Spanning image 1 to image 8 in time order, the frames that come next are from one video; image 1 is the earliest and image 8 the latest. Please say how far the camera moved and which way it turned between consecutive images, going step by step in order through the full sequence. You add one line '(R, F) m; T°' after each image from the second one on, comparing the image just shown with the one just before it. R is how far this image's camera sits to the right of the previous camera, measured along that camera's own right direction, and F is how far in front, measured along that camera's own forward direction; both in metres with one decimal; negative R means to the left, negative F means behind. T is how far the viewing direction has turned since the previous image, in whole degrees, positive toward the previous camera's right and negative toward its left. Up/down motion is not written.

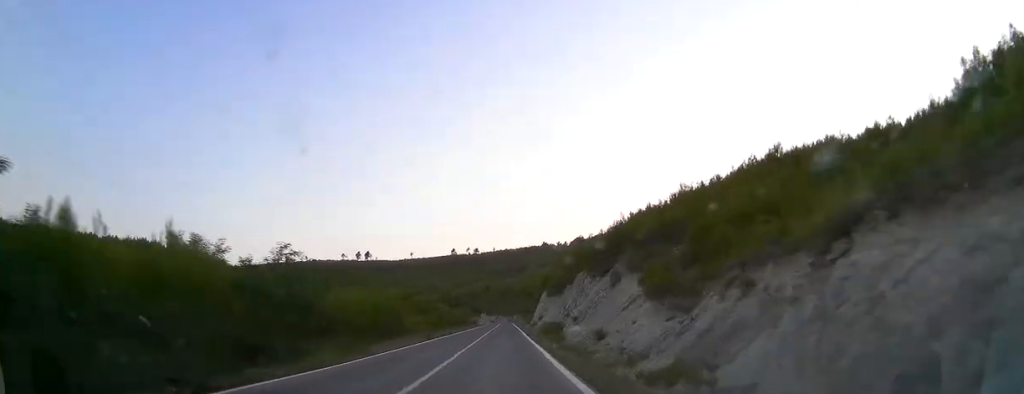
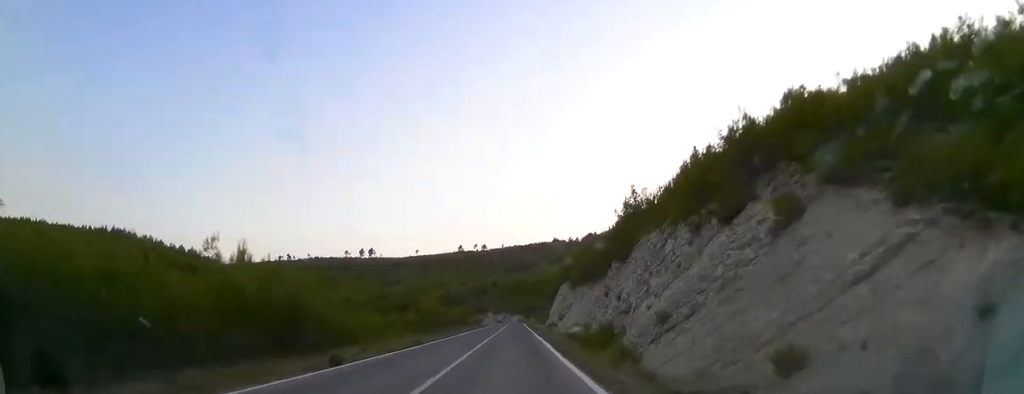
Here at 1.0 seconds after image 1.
(-0.6, +20.4) m; -2°
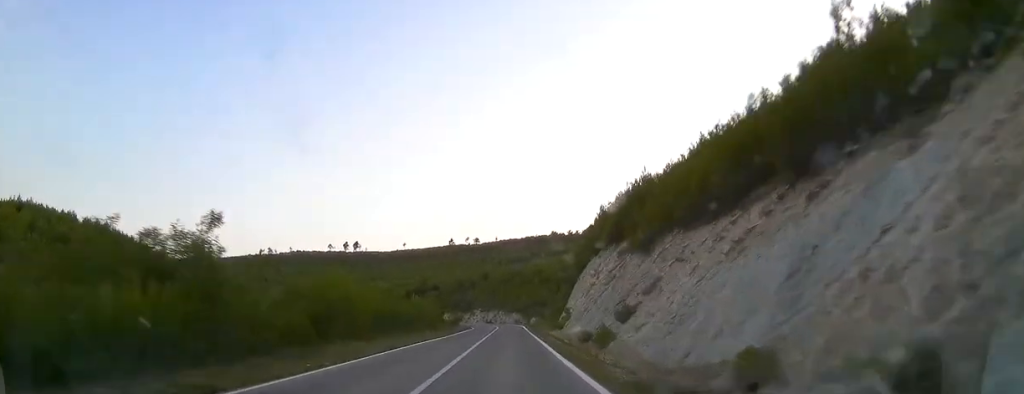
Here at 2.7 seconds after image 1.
(0.0, +36.0) m; 0°
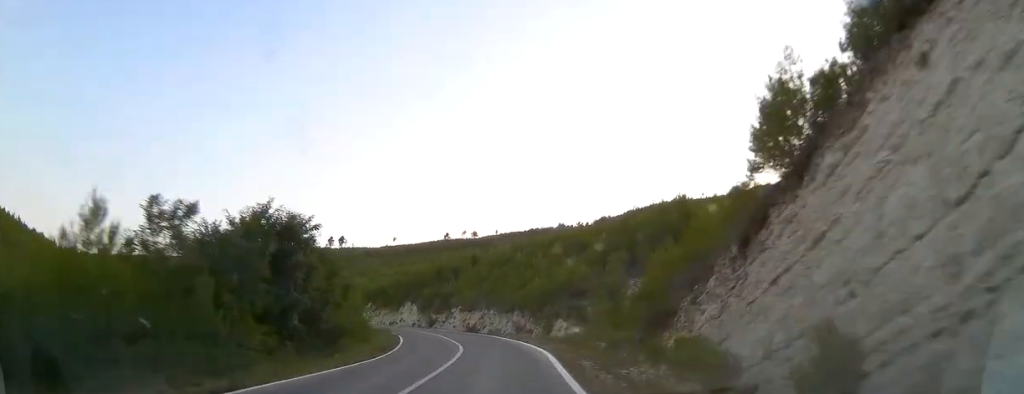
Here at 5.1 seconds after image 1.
(-0.2, +49.1) m; -3°
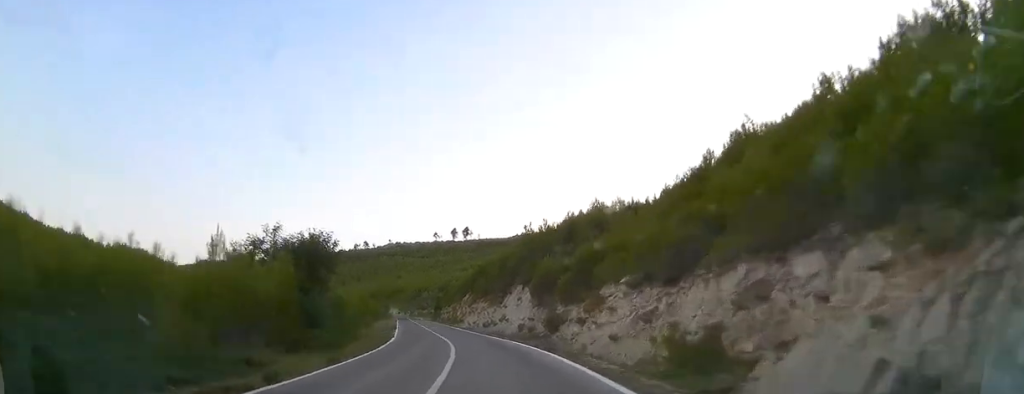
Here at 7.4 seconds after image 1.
(-3.7, +49.3) m; -10°
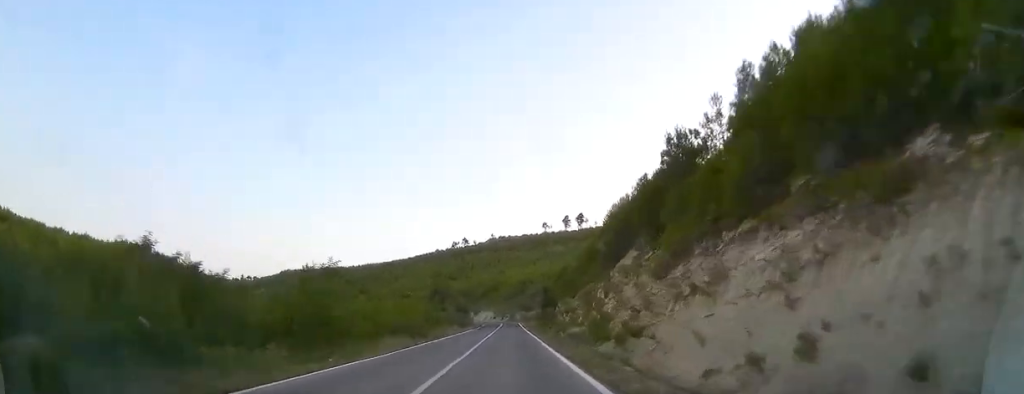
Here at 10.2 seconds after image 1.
(-7.6, +59.1) m; -11°
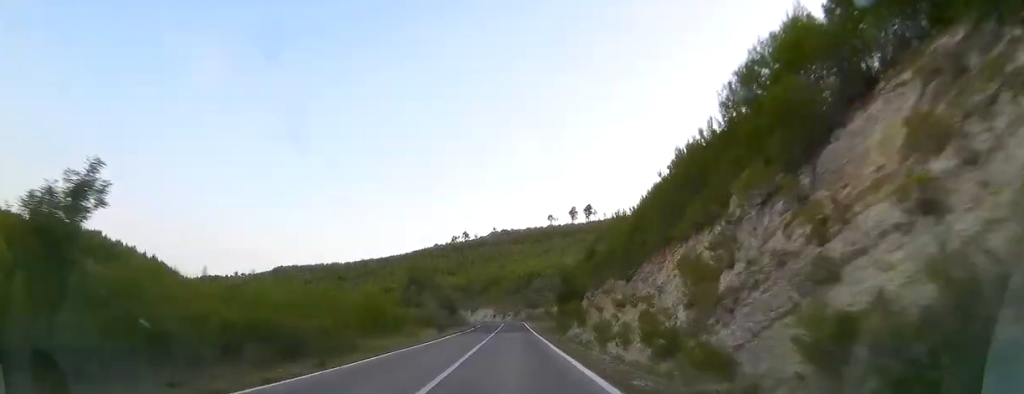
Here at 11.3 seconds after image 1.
(-0.6, +22.6) m; -2°
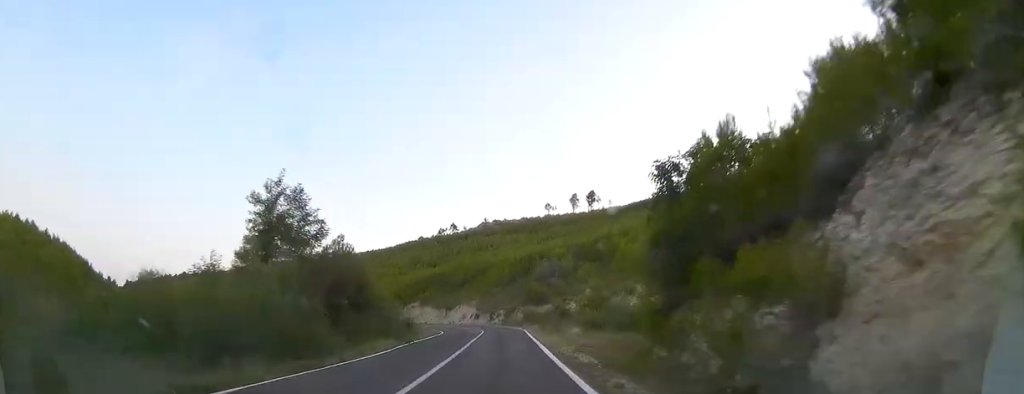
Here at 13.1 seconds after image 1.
(-0.5, +37.7) m; -1°
